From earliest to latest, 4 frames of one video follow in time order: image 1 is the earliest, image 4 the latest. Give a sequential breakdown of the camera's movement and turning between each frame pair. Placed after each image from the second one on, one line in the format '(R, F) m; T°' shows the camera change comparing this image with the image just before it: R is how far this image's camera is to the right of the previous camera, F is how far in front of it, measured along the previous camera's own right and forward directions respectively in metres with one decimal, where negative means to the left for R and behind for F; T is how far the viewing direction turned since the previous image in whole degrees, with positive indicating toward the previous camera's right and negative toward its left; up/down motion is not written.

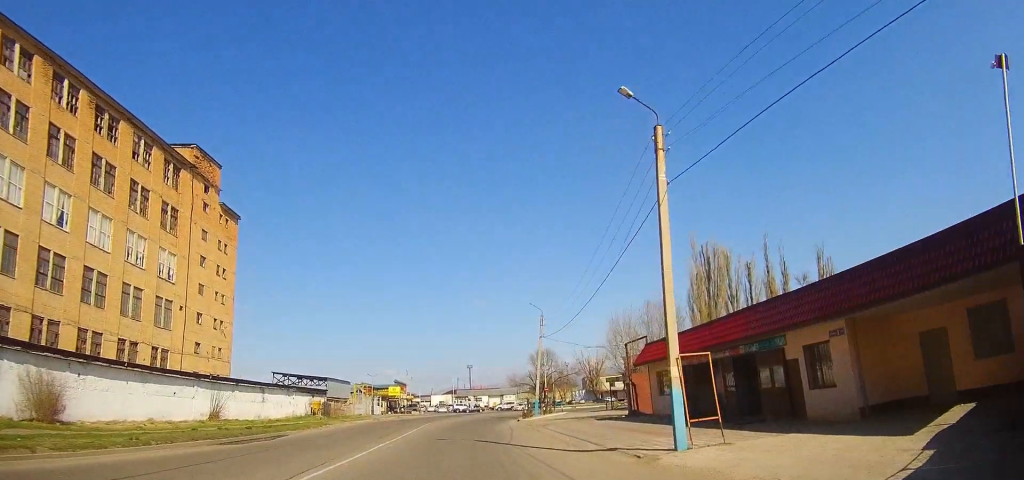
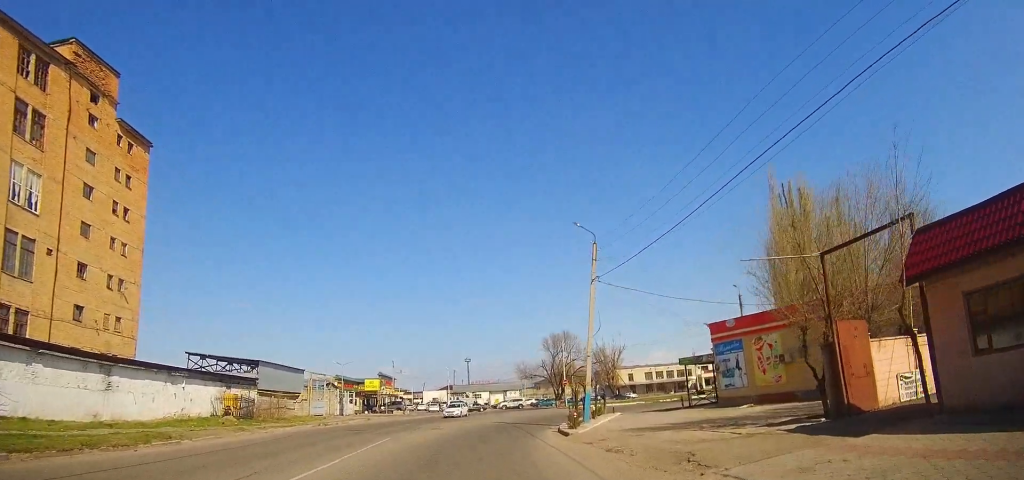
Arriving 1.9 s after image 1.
(+0.1, +22.0) m; +1°
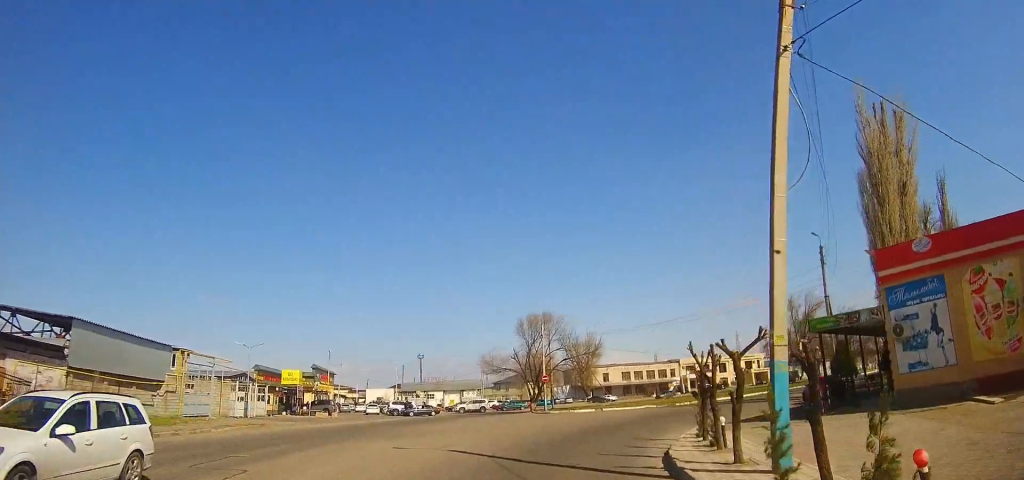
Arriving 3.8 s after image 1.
(+0.3, +20.1) m; +5°
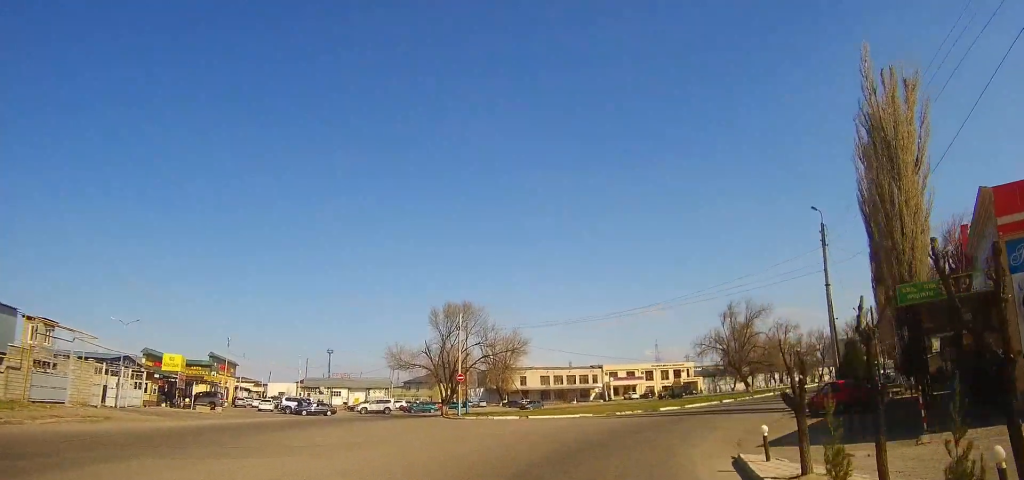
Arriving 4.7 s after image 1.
(+0.5, +9.3) m; +8°
